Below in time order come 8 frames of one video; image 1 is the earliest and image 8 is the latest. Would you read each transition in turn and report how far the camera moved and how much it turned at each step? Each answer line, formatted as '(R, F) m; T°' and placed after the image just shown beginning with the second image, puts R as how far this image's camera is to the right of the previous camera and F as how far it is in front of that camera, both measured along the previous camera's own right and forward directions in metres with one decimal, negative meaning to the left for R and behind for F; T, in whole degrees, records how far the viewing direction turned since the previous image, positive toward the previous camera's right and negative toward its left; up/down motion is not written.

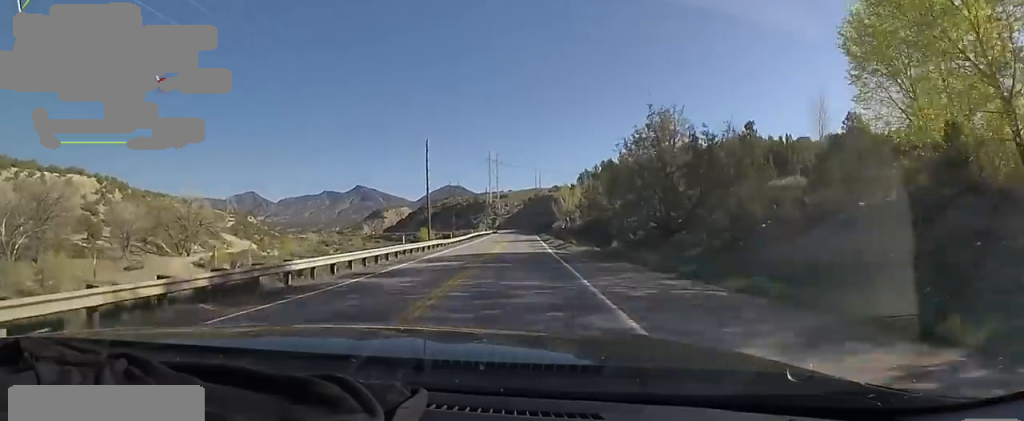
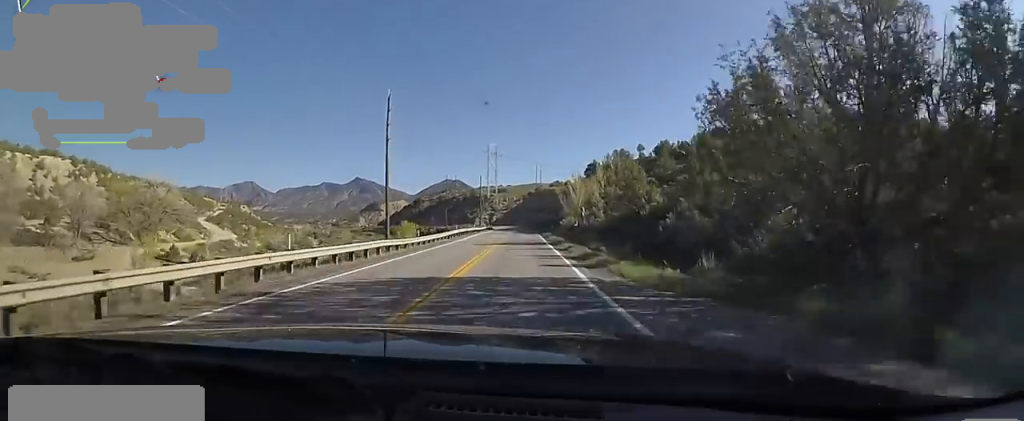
(-0.1, +15.0) m; -1°
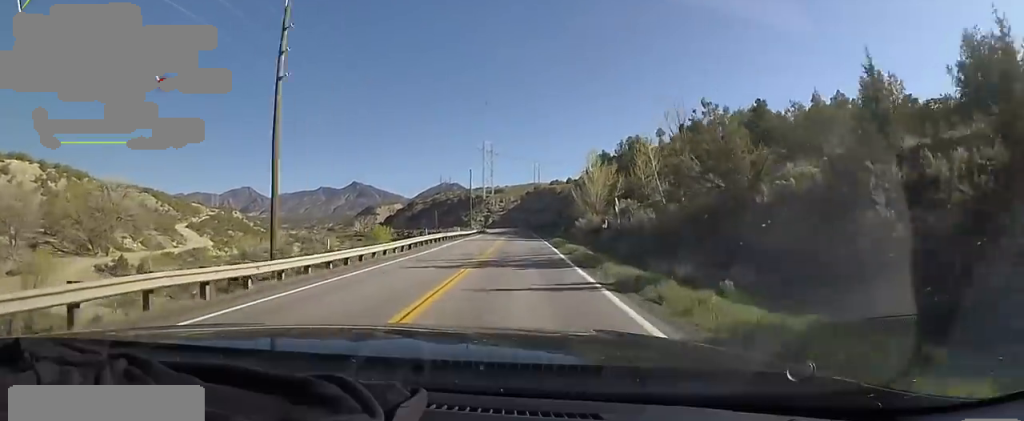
(-0.8, +15.8) m; 0°
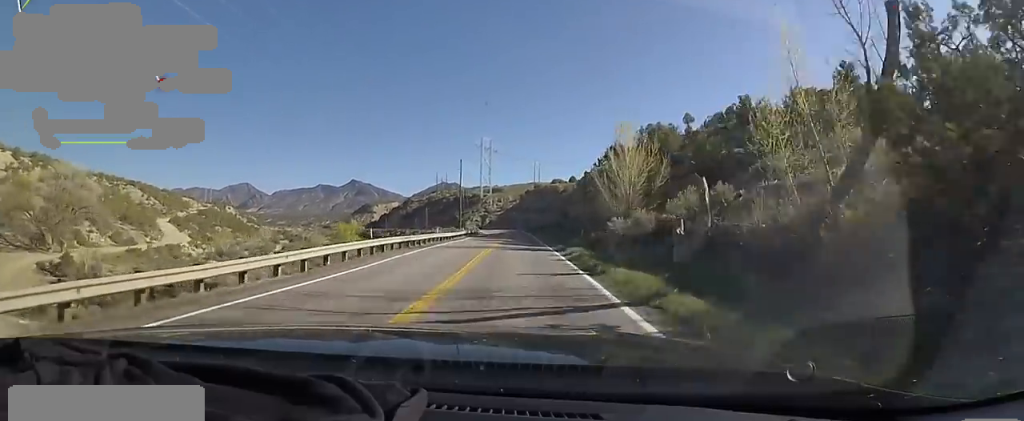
(+0.4, +13.5) m; +1°
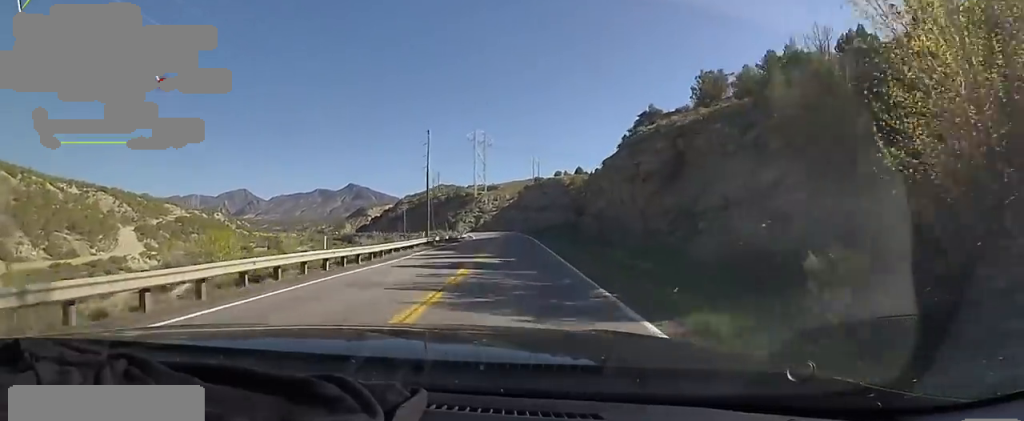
(+0.7, +24.6) m; +2°
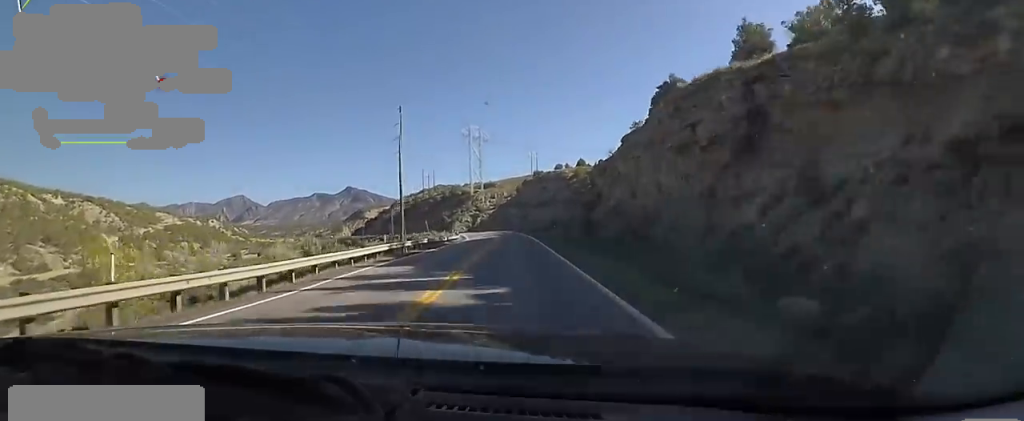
(+0.1, +10.3) m; 0°
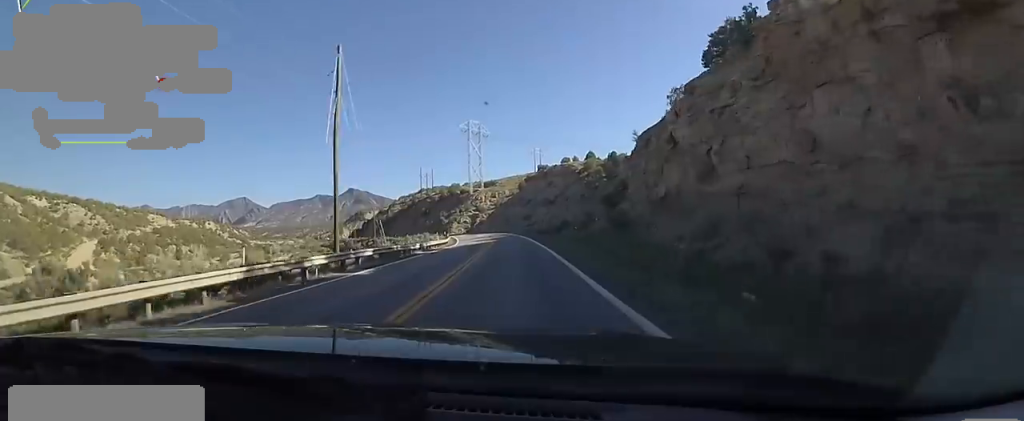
(-0.1, +14.5) m; 0°
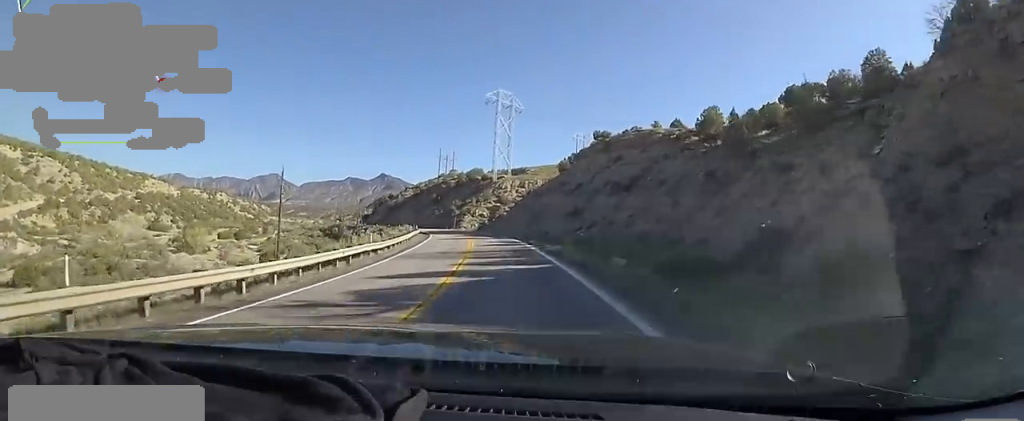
(-2.0, +45.4) m; -7°
